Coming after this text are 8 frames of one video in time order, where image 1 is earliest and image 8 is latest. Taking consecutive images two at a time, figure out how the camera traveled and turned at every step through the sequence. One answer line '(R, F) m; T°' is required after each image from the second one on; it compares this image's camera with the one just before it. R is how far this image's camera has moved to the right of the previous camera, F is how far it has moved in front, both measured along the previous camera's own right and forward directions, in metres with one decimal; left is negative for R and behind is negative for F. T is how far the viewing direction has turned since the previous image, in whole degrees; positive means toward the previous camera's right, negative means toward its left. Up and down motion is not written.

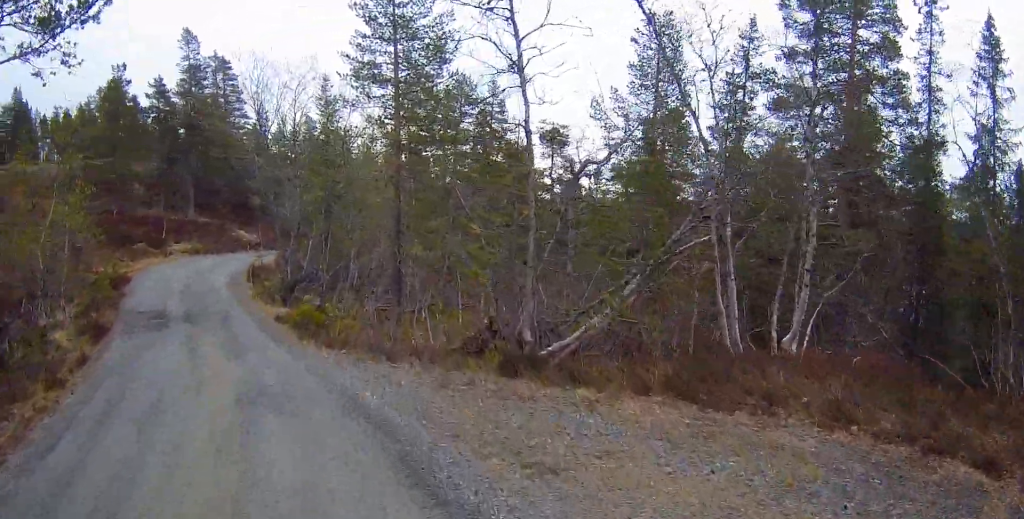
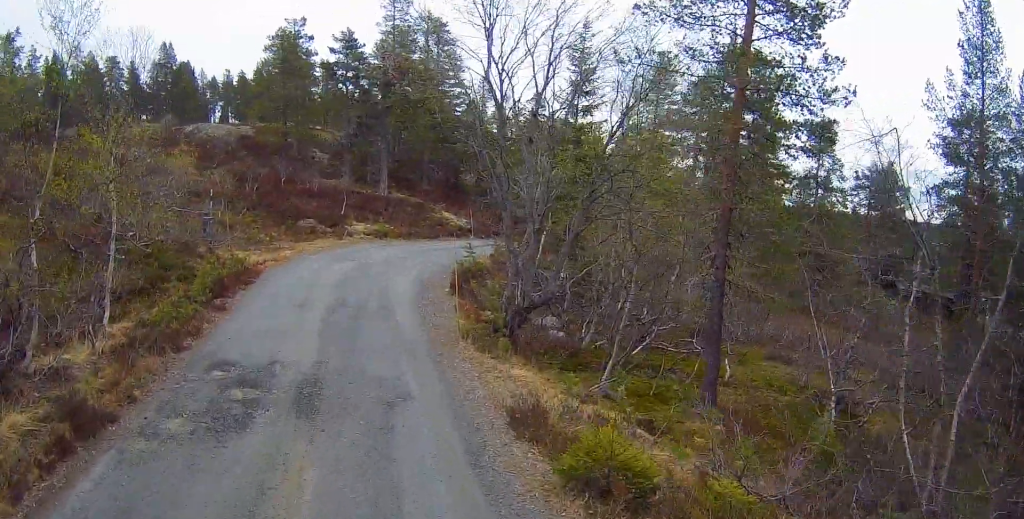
(-1.6, +7.5) m; -20°
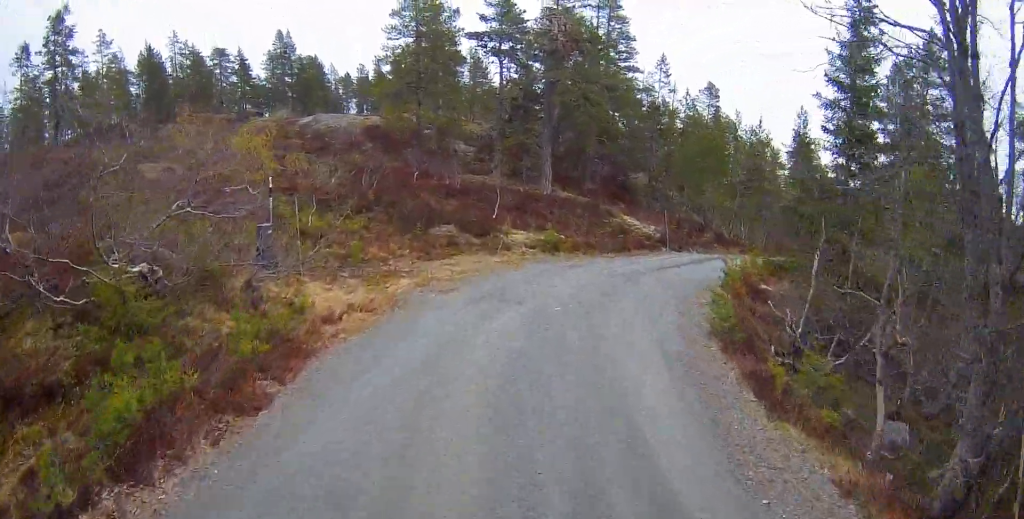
(-1.1, +9.1) m; -8°
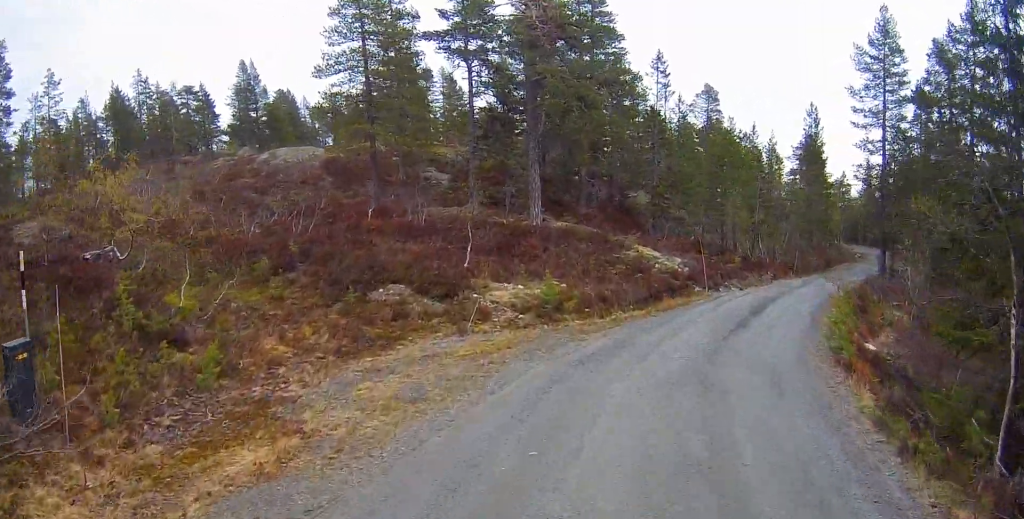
(0.0, +7.4) m; +3°
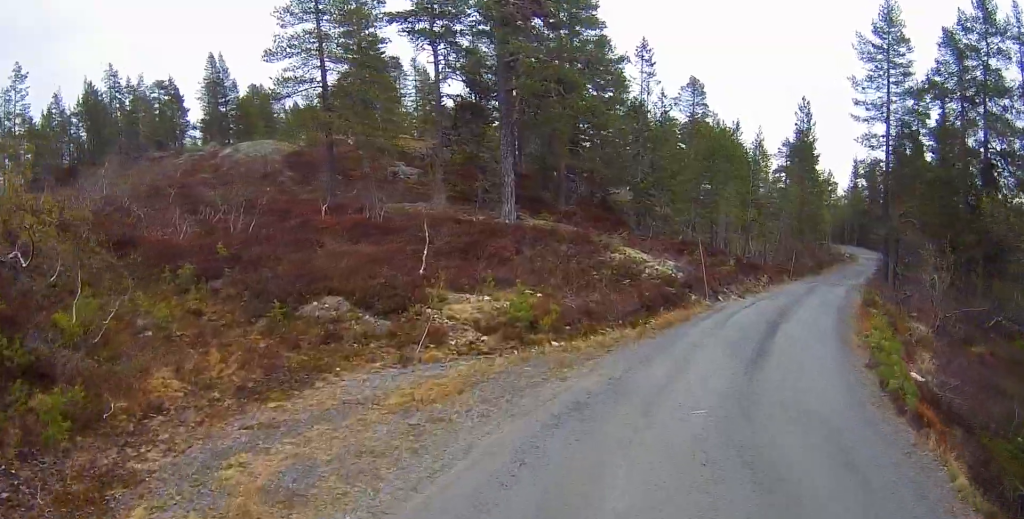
(-0.1, +2.9) m; +4°
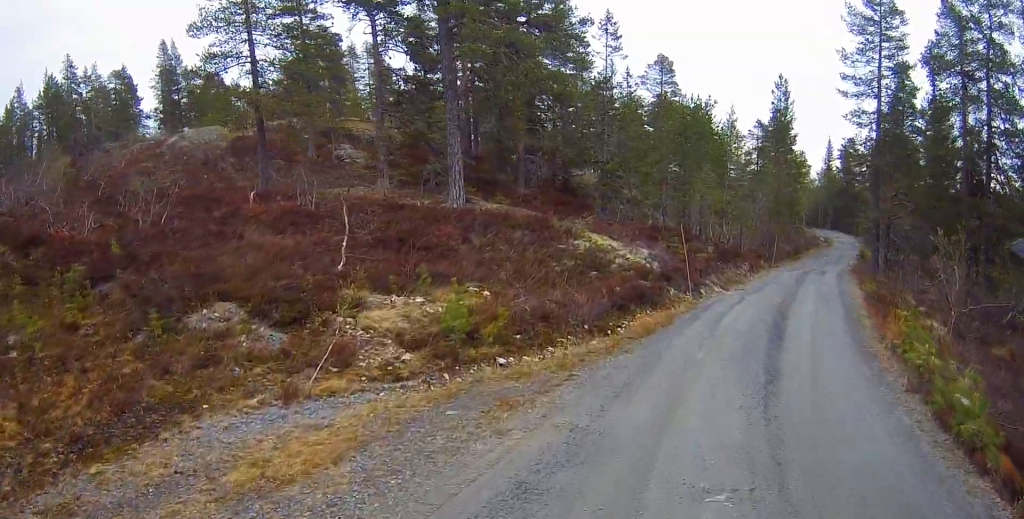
(0.0, +2.7) m; +4°
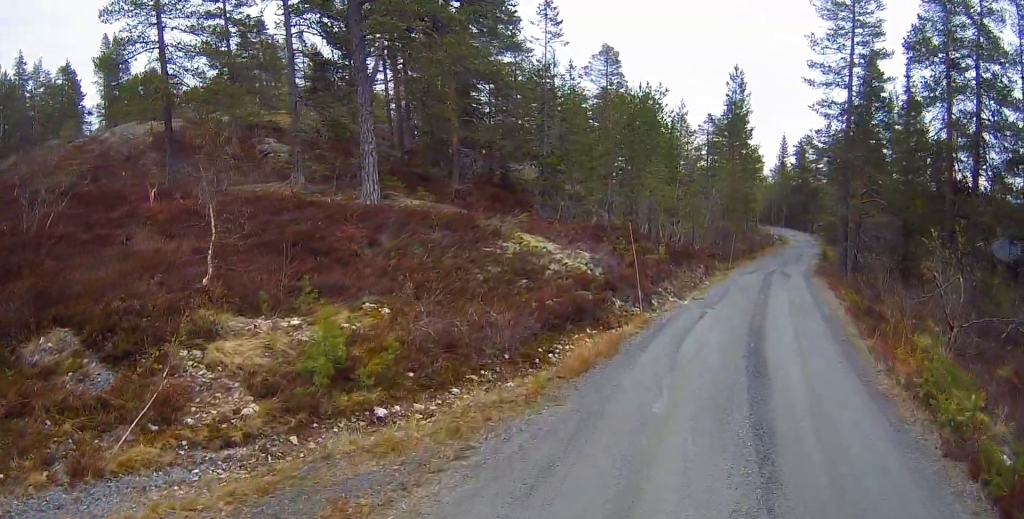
(+0.3, +2.5) m; +4°
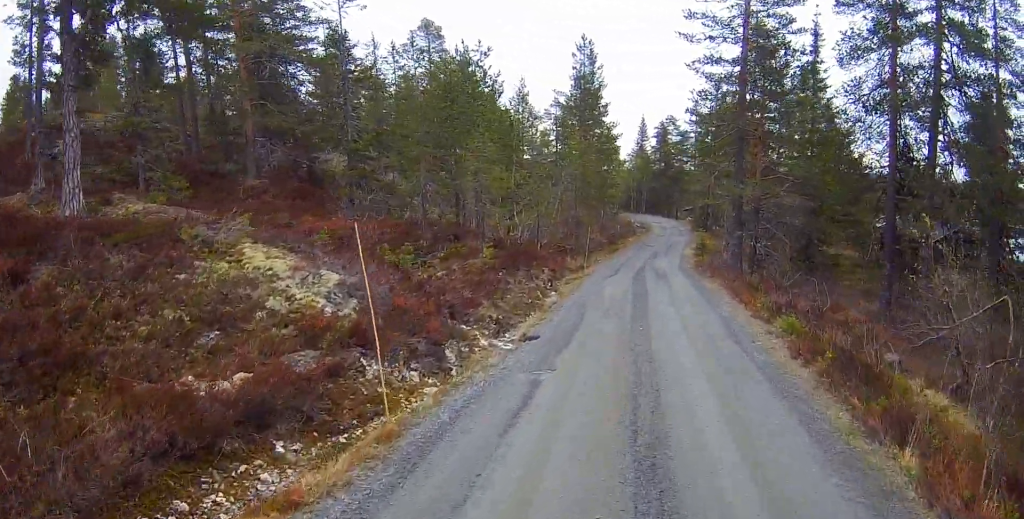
(+0.5, +6.0) m; +10°
